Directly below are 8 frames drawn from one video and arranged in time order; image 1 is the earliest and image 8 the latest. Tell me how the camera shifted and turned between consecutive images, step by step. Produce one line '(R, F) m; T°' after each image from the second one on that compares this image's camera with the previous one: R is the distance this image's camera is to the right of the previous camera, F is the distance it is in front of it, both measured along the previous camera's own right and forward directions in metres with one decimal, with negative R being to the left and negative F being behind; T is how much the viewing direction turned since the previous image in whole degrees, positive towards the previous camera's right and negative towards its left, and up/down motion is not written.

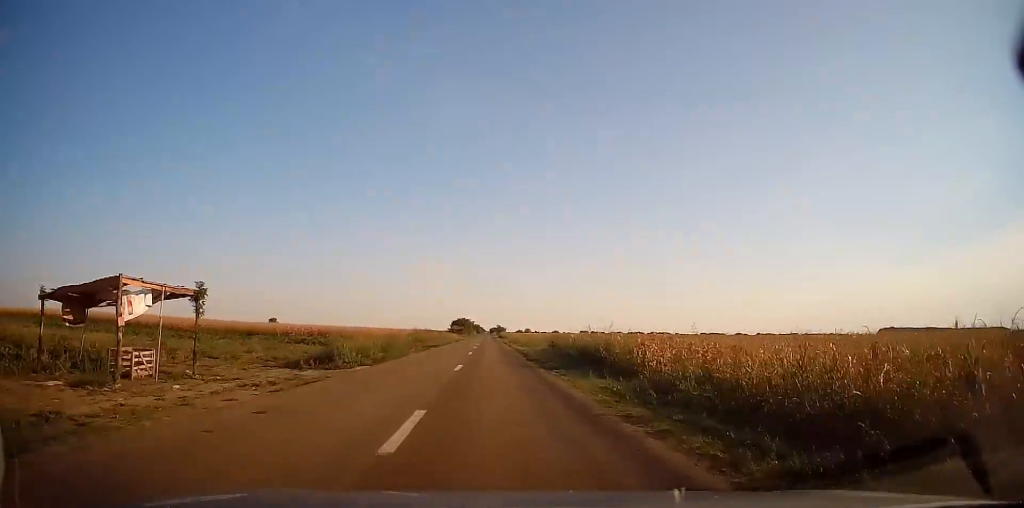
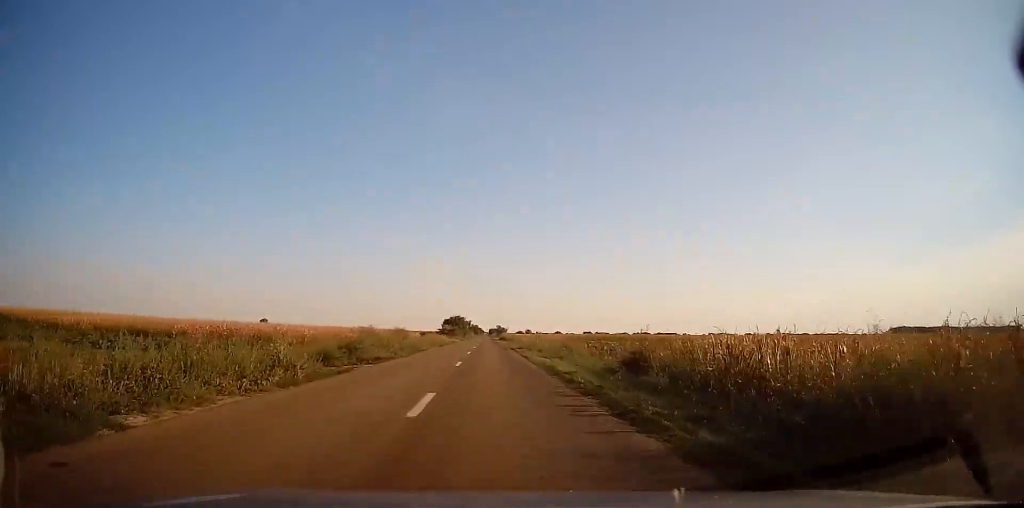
(+0.3, +22.0) m; 0°
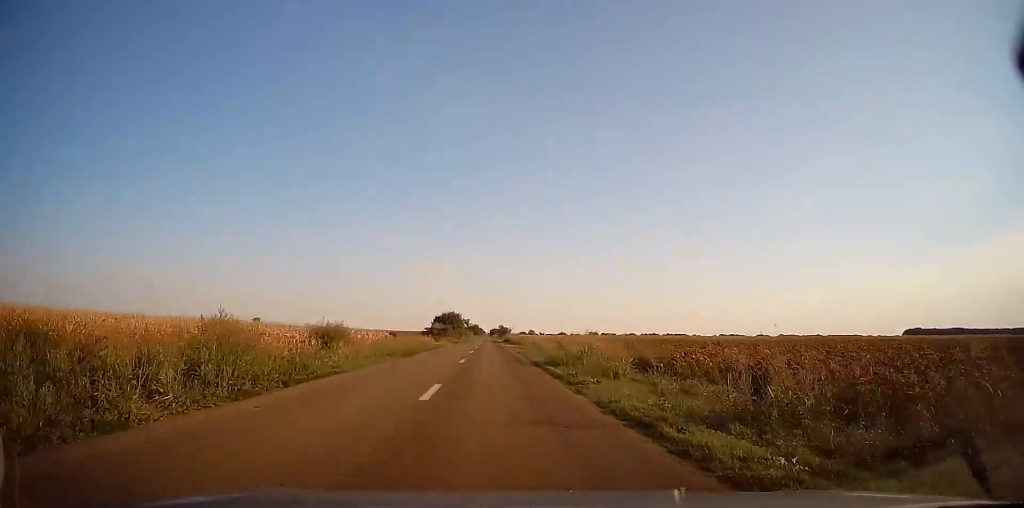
(-0.3, +22.0) m; 0°
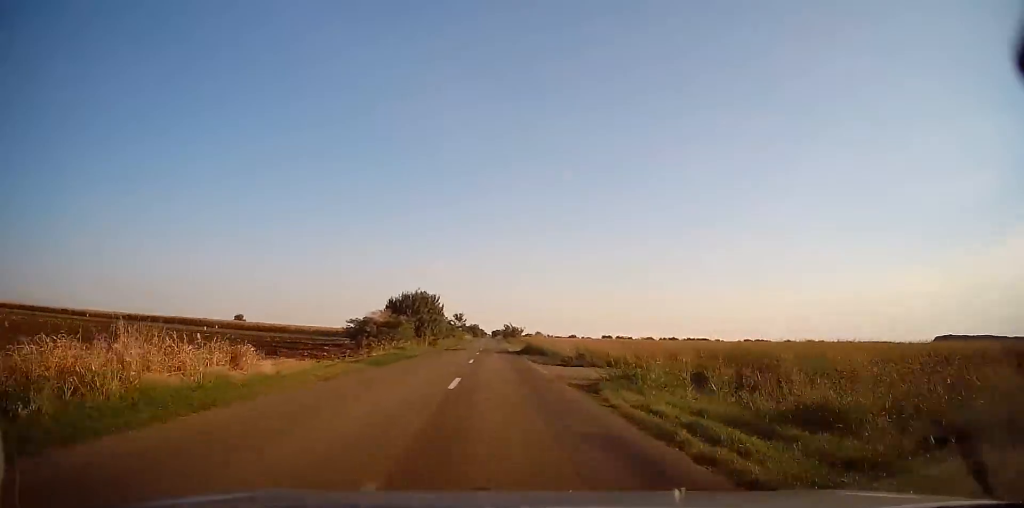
(0.0, +44.2) m; 0°
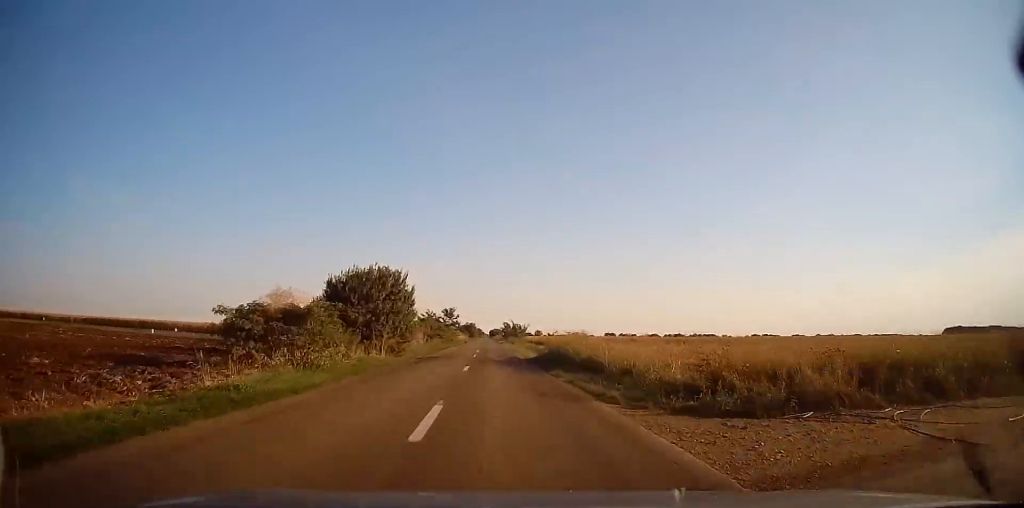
(-0.2, +16.9) m; 0°
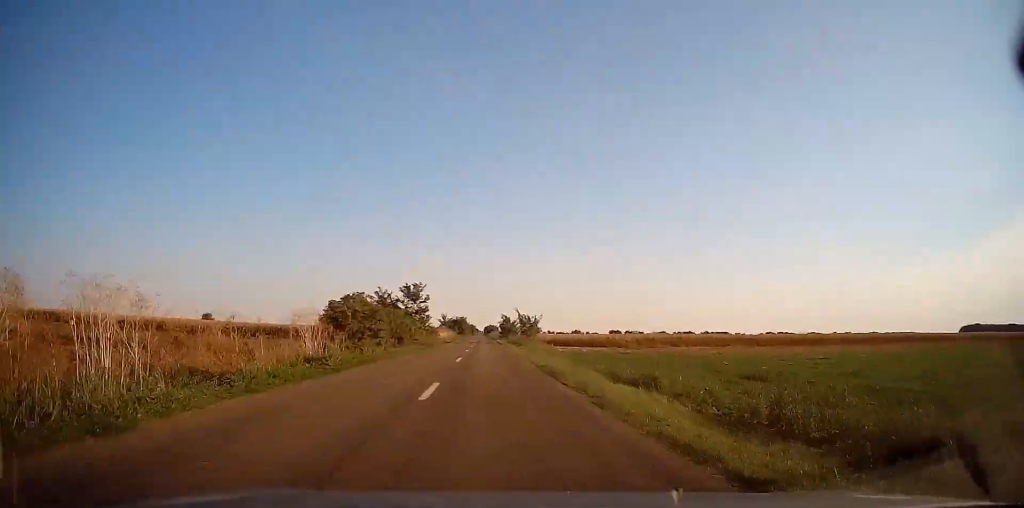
(+0.4, +30.4) m; +1°
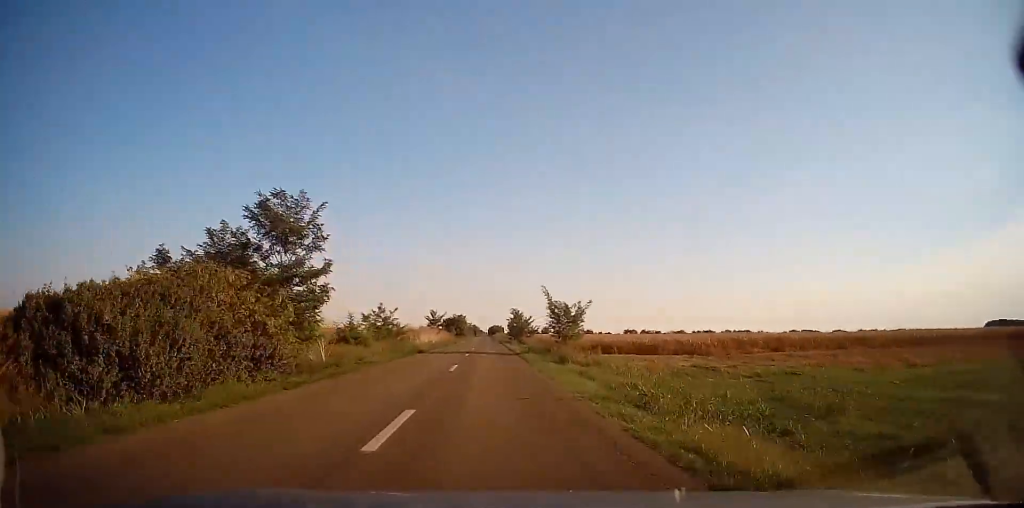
(0.0, +28.0) m; 0°
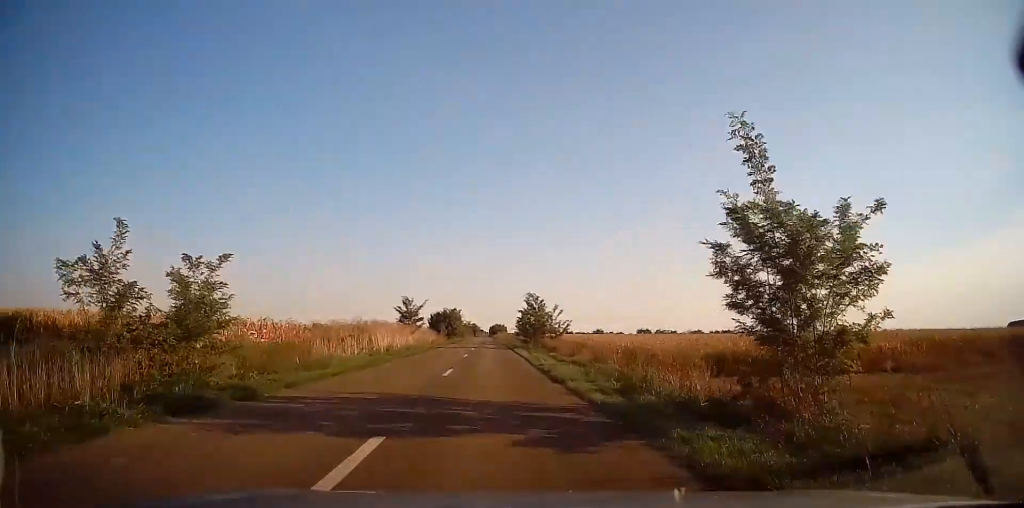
(-0.1, +26.2) m; -1°
